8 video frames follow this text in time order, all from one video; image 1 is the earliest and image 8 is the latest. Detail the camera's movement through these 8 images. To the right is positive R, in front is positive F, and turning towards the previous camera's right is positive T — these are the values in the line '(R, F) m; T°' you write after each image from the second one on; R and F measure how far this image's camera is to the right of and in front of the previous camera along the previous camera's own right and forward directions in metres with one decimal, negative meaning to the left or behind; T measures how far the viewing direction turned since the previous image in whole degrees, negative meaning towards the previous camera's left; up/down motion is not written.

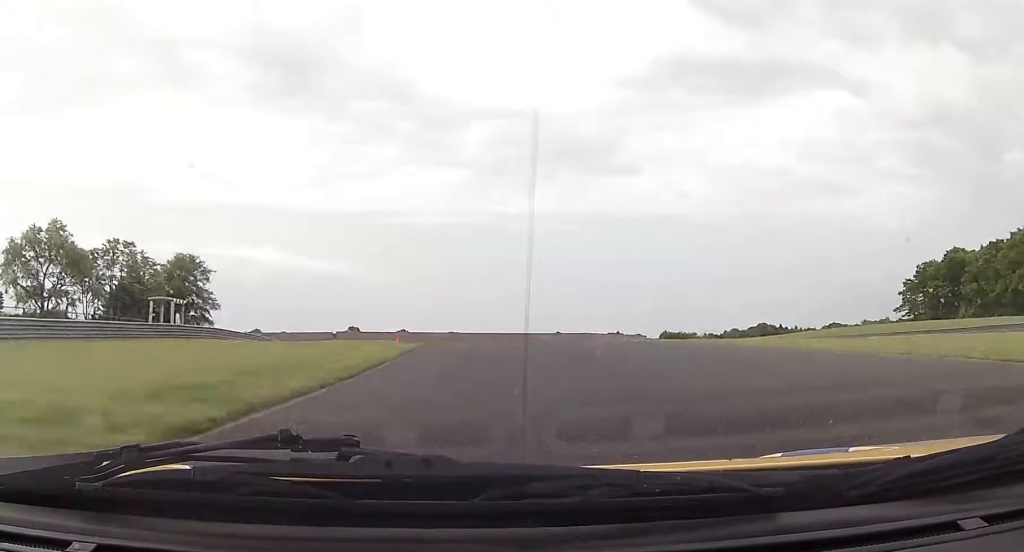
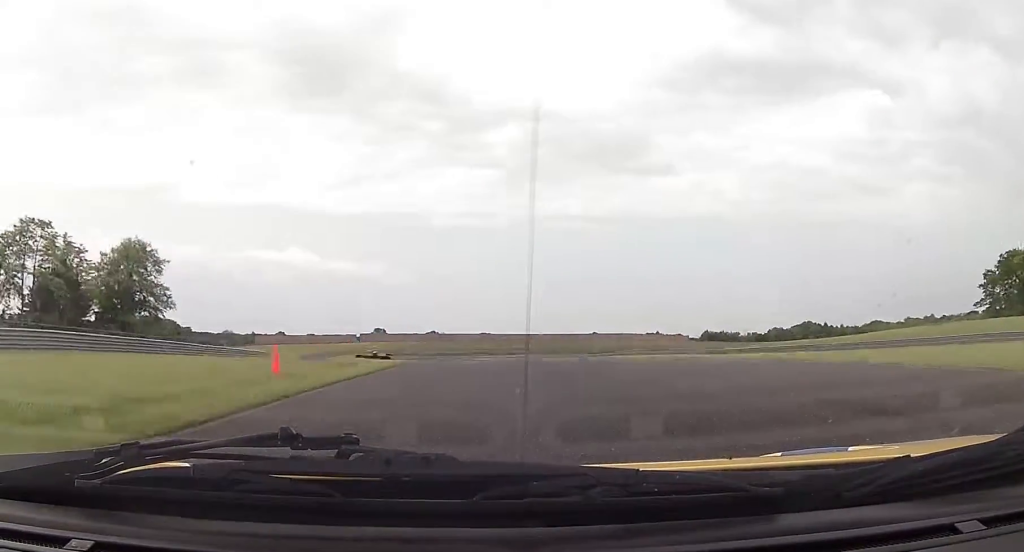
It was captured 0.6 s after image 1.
(-0.3, +22.1) m; -2°
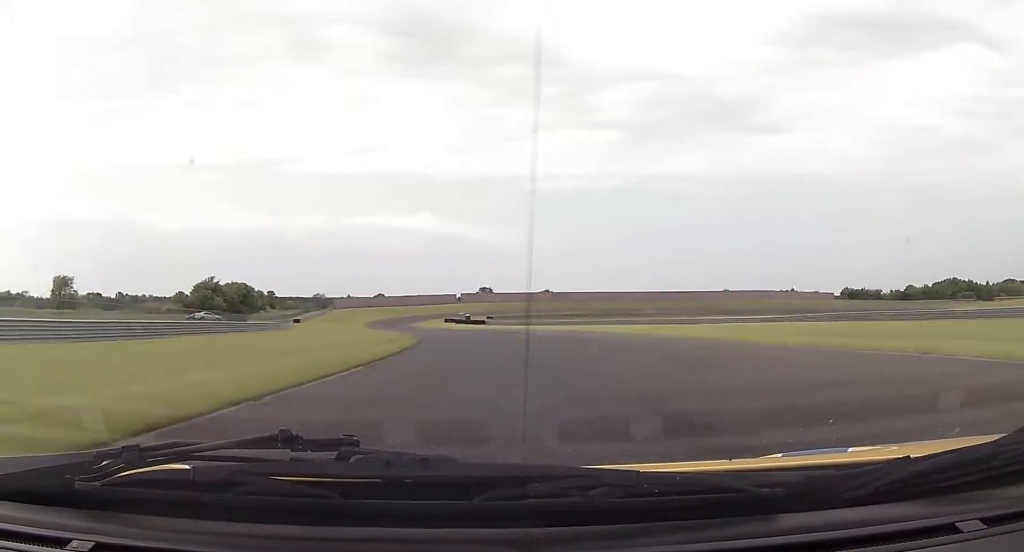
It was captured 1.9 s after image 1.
(-2.6, +46.1) m; -8°
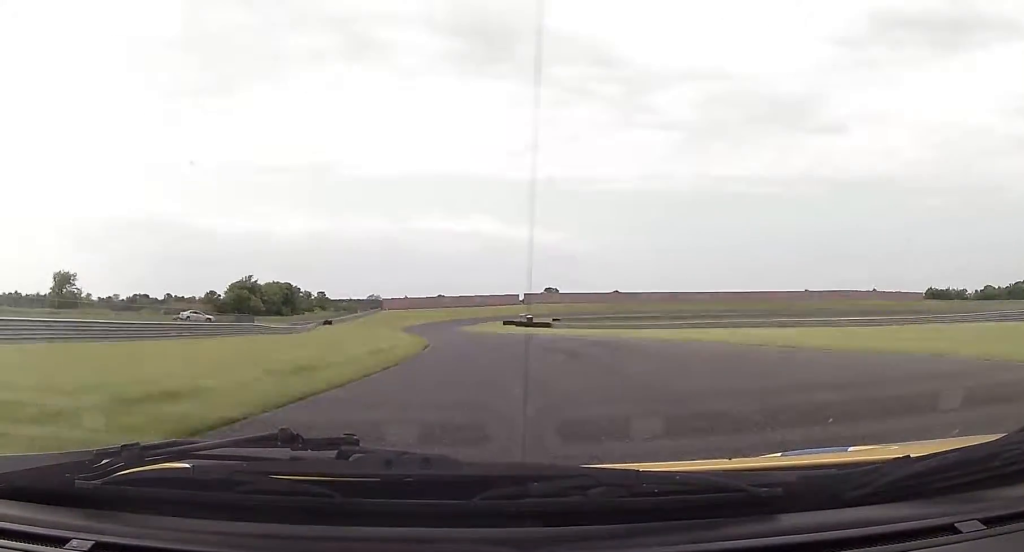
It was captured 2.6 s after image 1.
(-0.9, +25.4) m; -6°
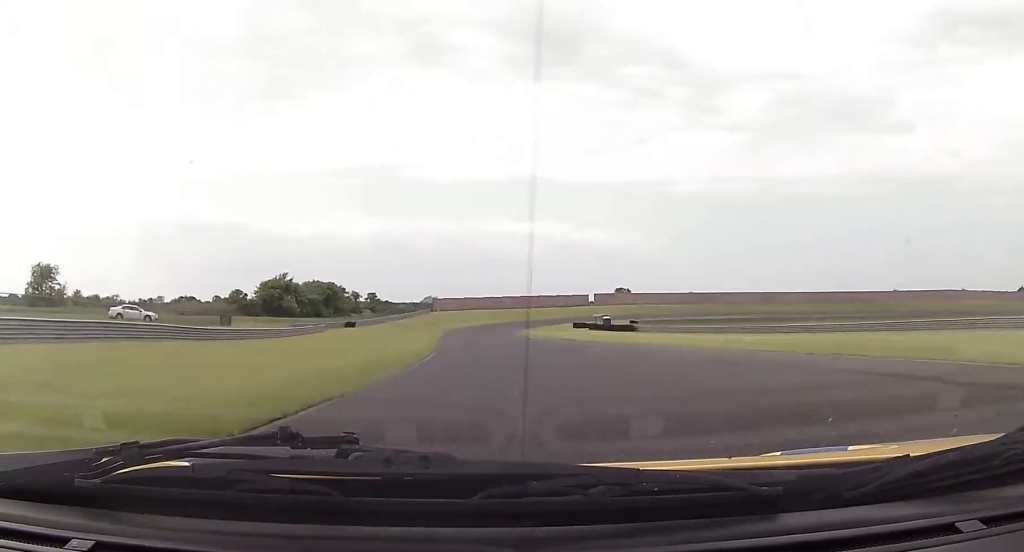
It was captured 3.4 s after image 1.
(-1.9, +29.8) m; -6°
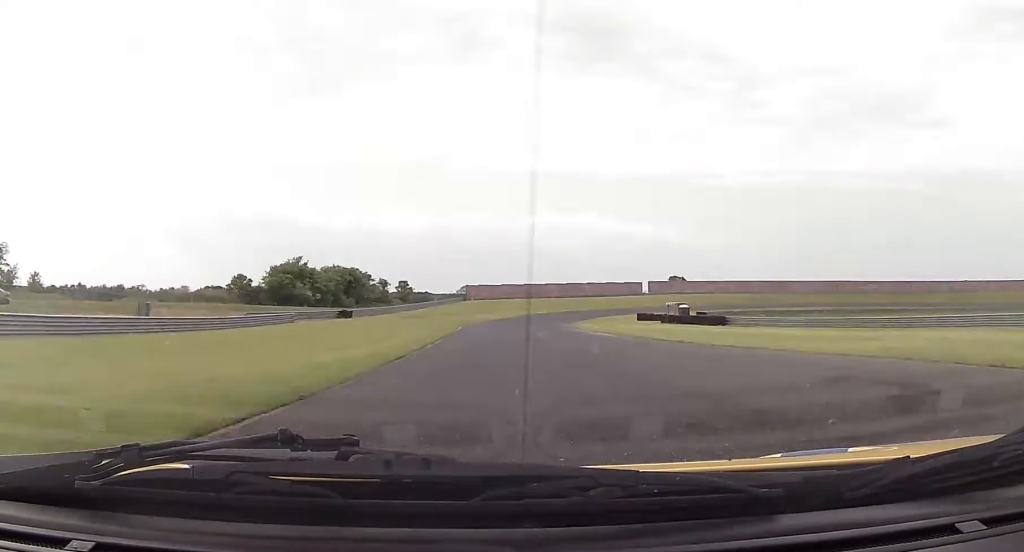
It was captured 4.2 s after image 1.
(-1.2, +27.9) m; -3°
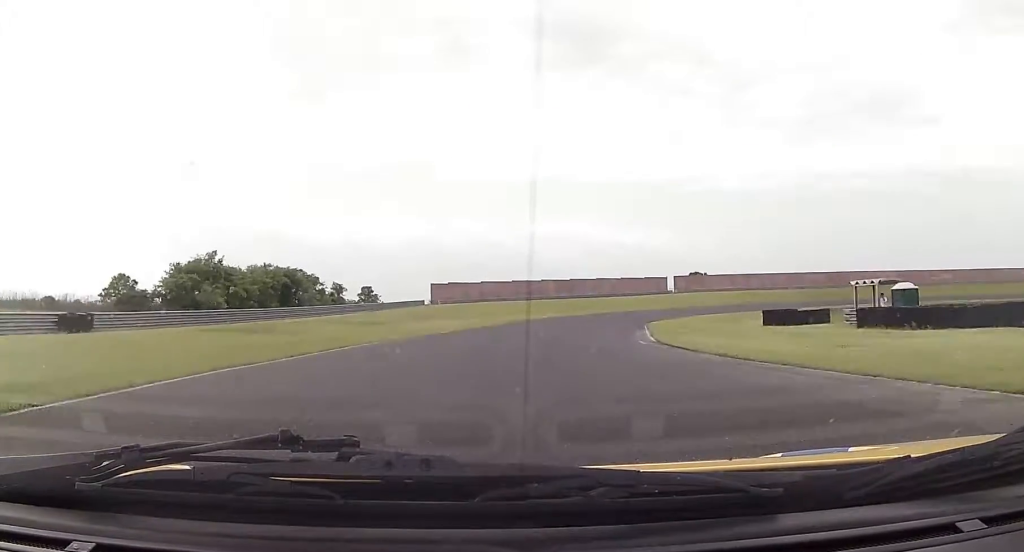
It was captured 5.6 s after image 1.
(-1.6, +54.5) m; -2°
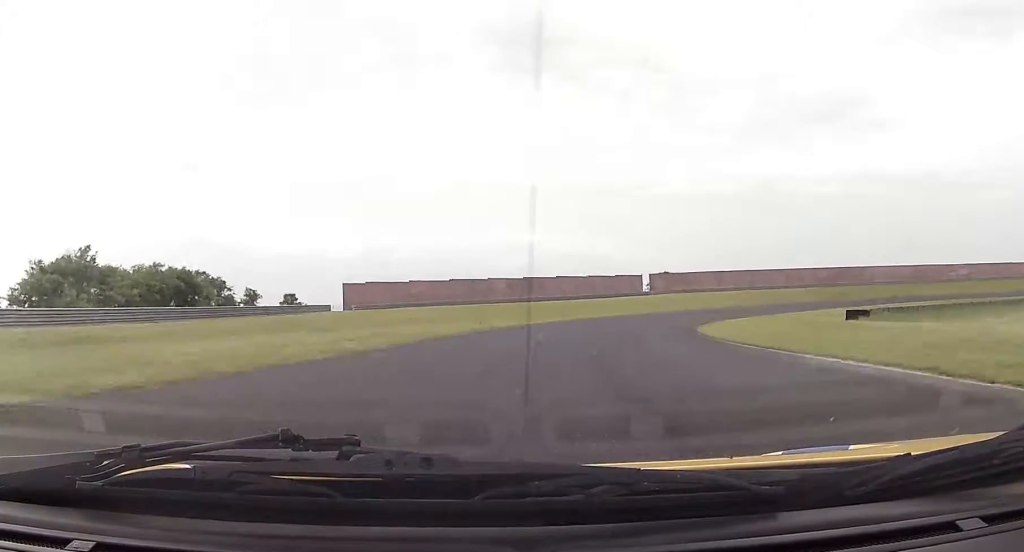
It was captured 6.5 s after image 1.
(0.0, +34.2) m; +2°
